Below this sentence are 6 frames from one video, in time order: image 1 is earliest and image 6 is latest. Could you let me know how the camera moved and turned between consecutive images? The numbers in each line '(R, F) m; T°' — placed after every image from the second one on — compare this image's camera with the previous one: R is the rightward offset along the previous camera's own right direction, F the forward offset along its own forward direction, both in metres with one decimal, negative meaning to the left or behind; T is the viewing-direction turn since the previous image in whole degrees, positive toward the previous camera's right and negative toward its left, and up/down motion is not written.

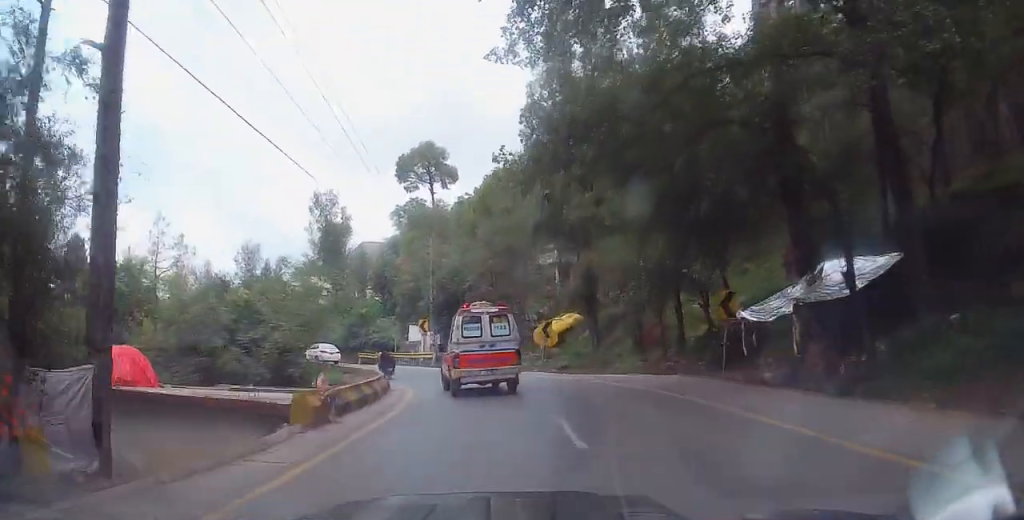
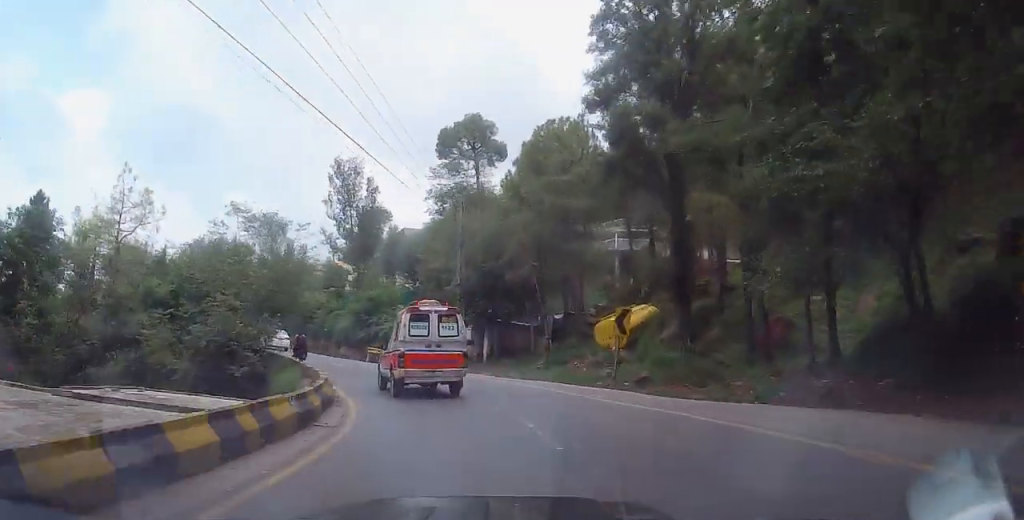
(-0.5, +11.8) m; -5°
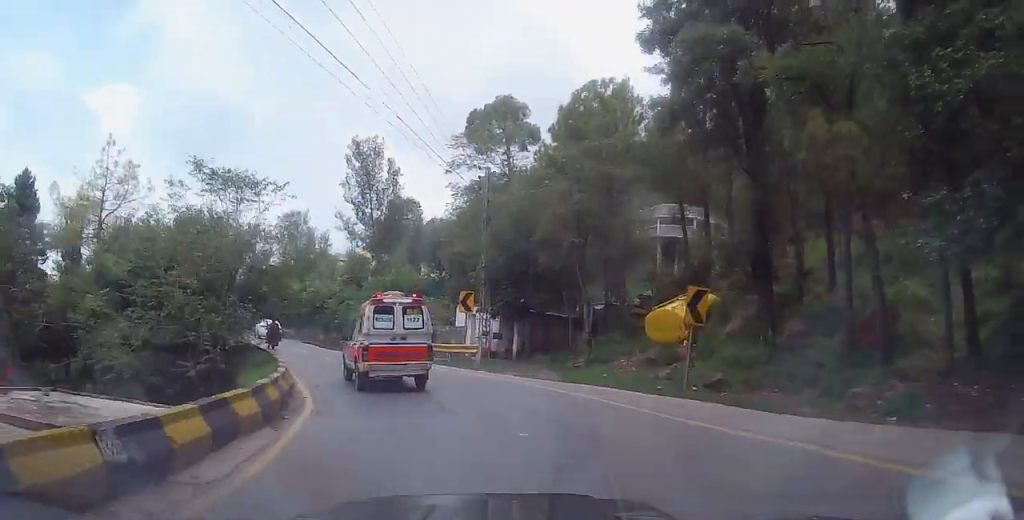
(-0.1, +5.3) m; -2°
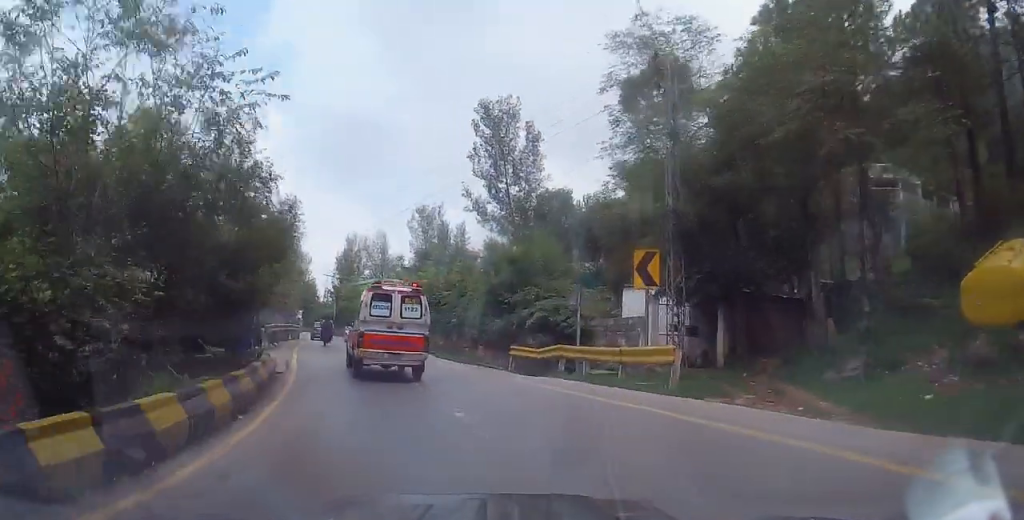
(-0.5, +12.1) m; -13°
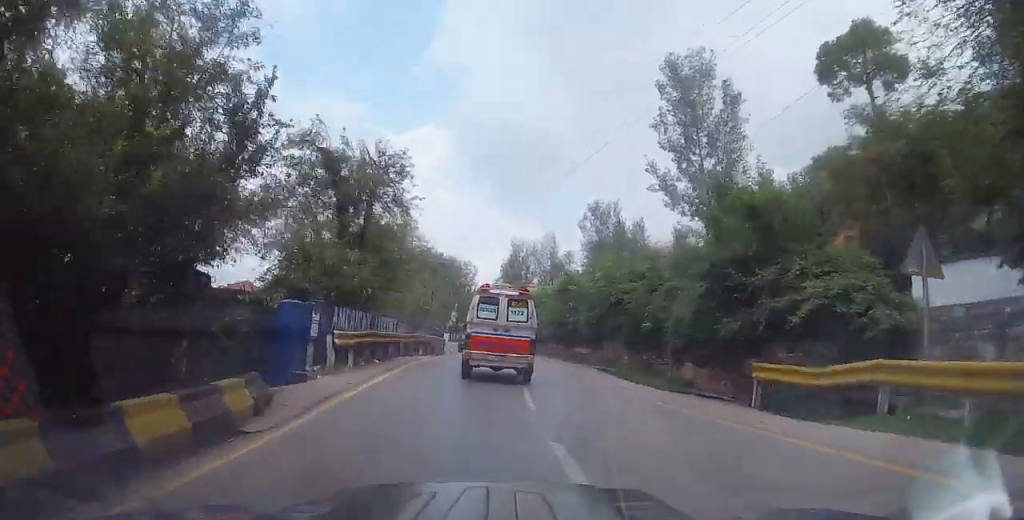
(-1.7, +9.9) m; -13°
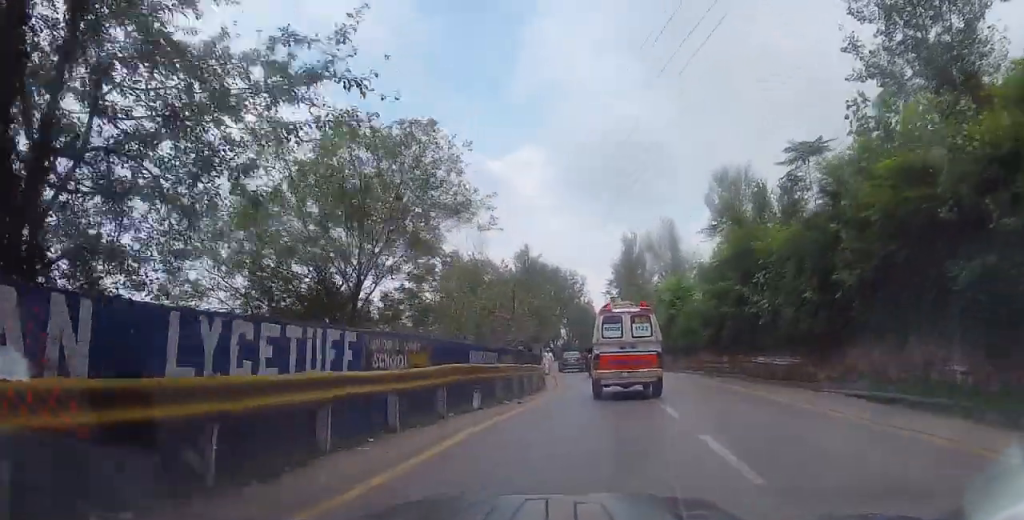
(-1.0, +16.5) m; -6°
